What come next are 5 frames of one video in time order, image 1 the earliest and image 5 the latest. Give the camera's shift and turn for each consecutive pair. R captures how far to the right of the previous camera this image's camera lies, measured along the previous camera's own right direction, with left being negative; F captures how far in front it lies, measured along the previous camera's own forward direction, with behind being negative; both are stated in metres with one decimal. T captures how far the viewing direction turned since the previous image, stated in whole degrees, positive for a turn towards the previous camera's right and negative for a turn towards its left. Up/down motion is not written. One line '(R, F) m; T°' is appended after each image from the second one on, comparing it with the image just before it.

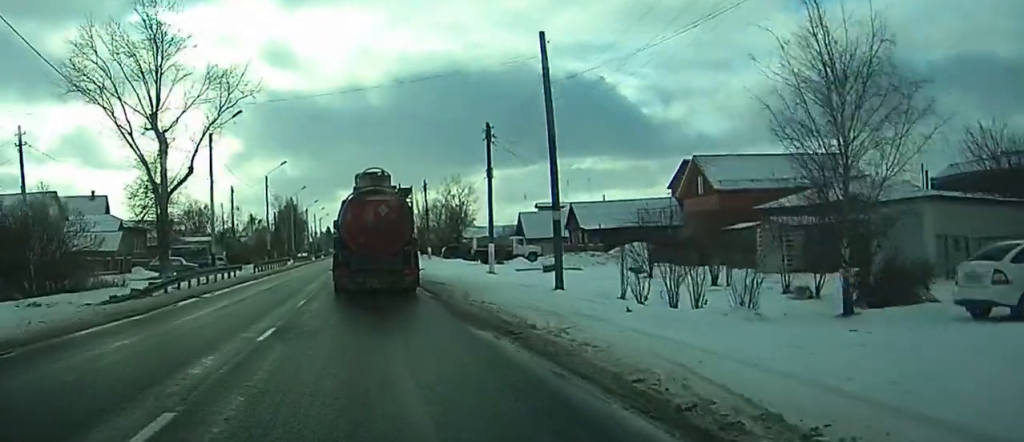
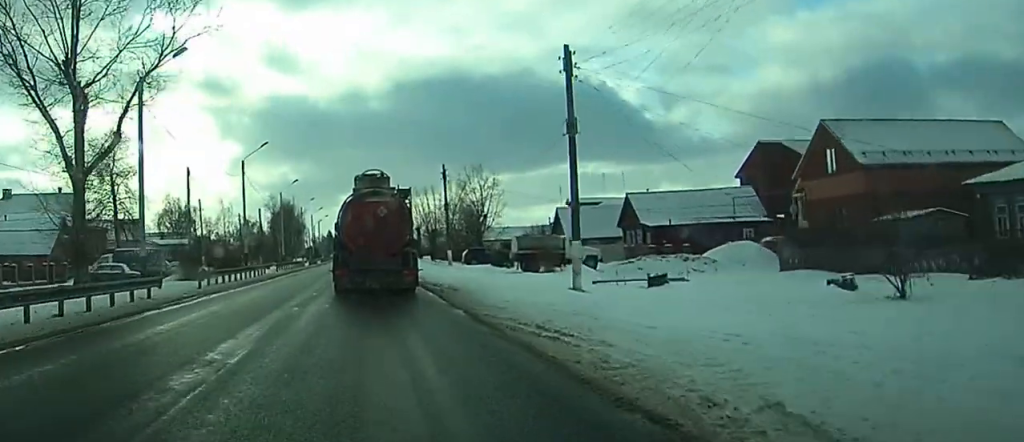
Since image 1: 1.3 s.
(-0.2, +17.4) m; 0°
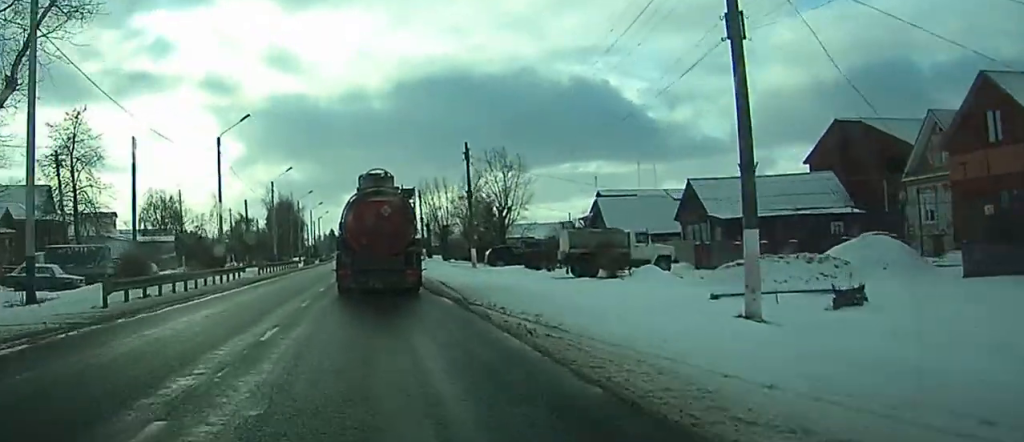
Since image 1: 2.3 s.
(+0.1, +12.2) m; 0°
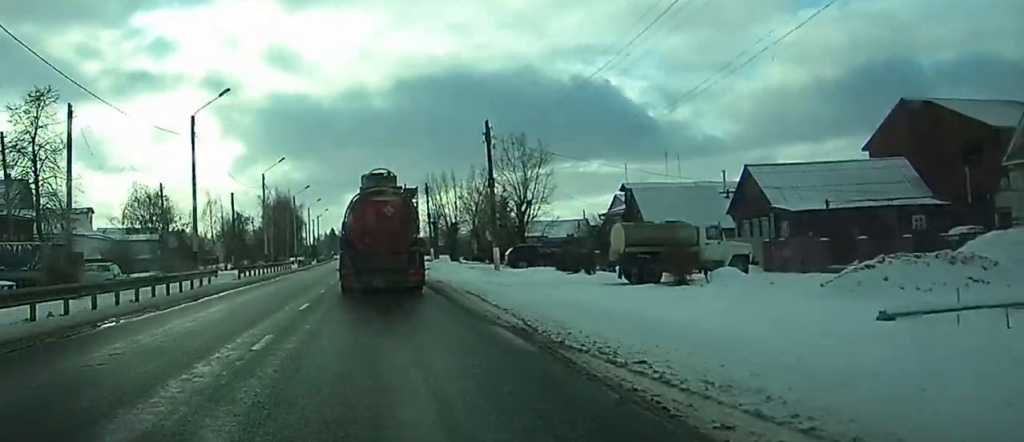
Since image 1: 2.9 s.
(-0.1, +8.5) m; 0°
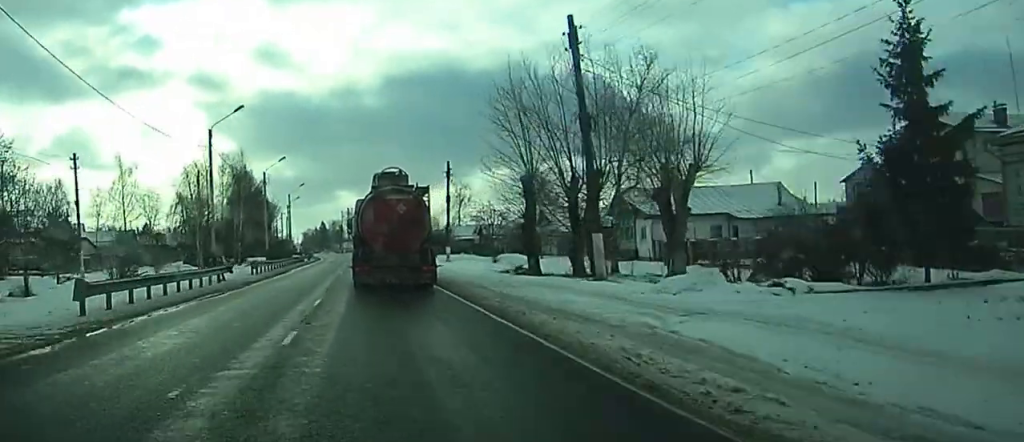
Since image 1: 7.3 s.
(+0.3, +58.5) m; +1°
